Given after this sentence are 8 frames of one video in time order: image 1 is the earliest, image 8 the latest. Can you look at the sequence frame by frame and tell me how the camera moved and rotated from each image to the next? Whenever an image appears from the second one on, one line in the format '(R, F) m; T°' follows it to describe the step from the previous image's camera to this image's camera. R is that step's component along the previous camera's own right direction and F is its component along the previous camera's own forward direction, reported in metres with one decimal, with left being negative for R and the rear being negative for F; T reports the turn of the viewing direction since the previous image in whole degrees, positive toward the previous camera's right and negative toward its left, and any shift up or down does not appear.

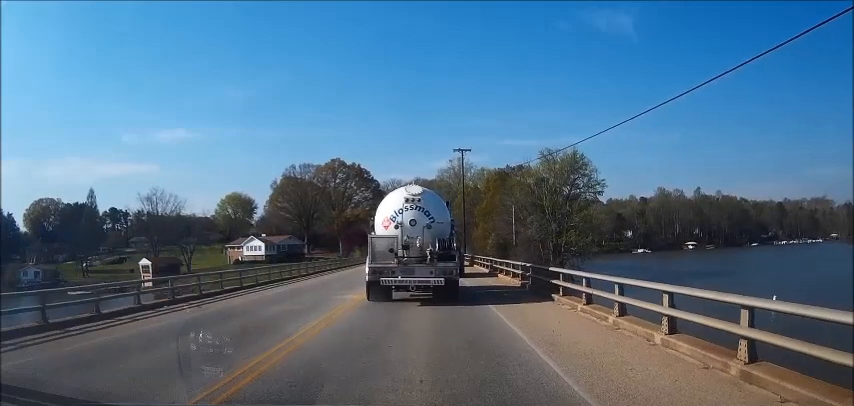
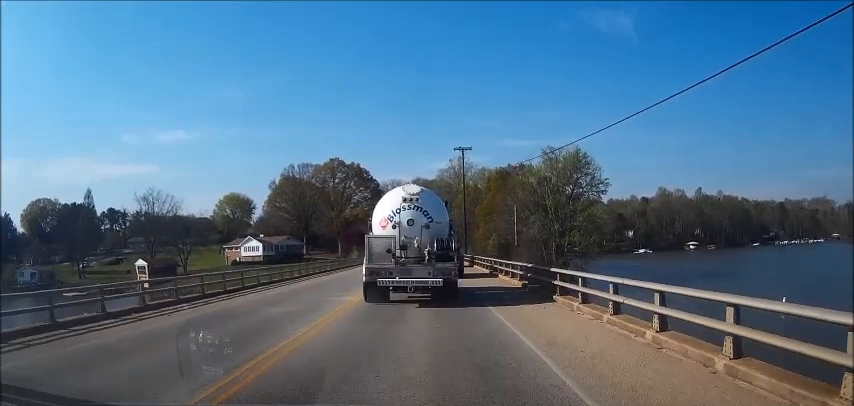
(+0.1, +2.2) m; +1°
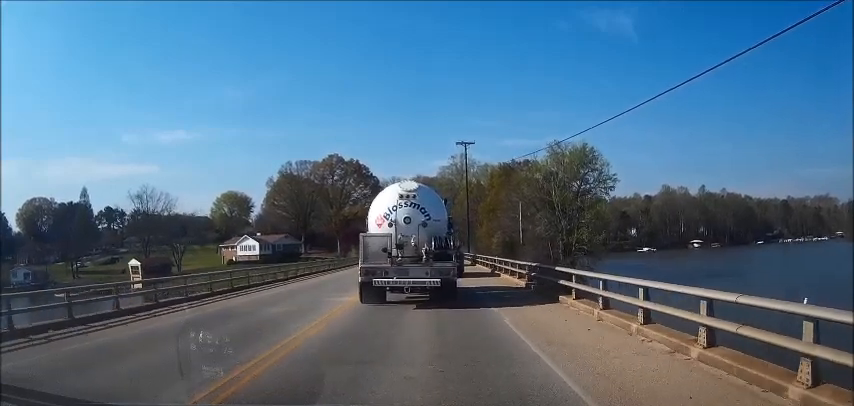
(-0.1, +4.2) m; -2°
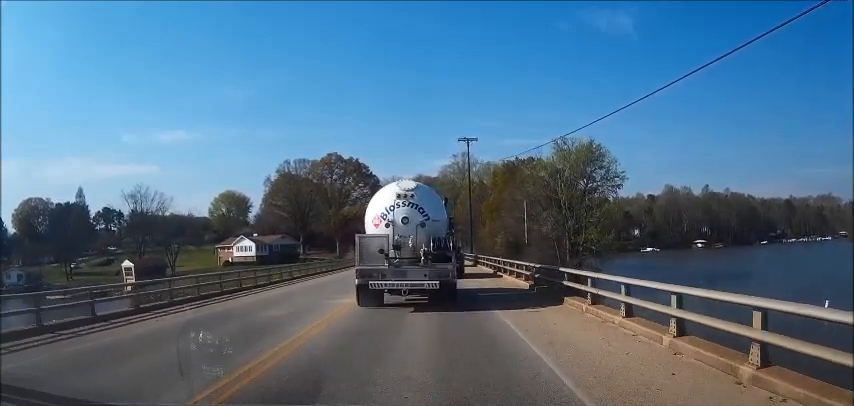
(0.0, +3.9) m; +1°
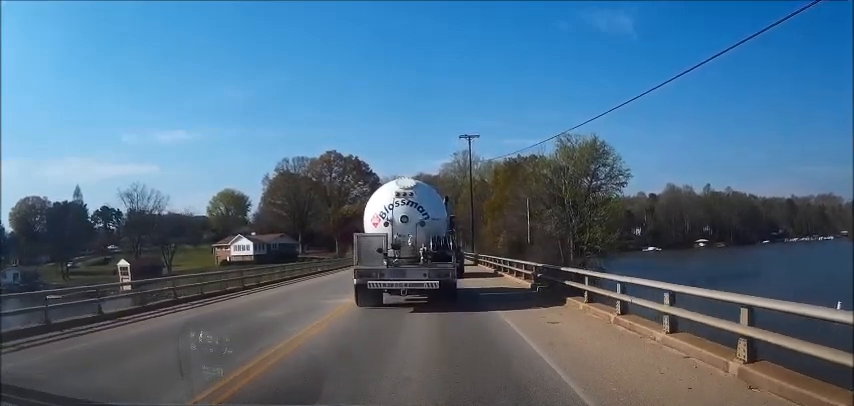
(0.0, +2.2) m; +1°
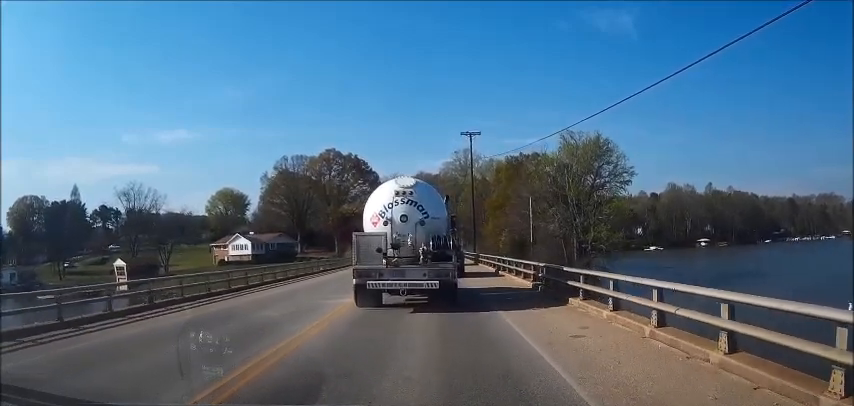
(0.0, +1.9) m; 0°
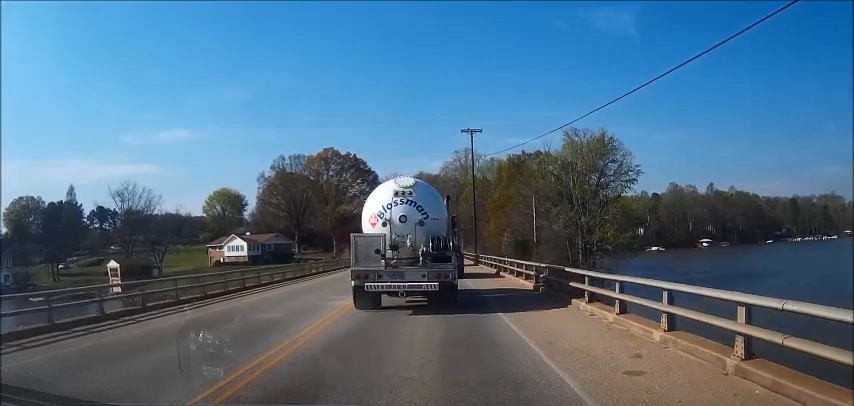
(0.0, +3.0) m; -2°
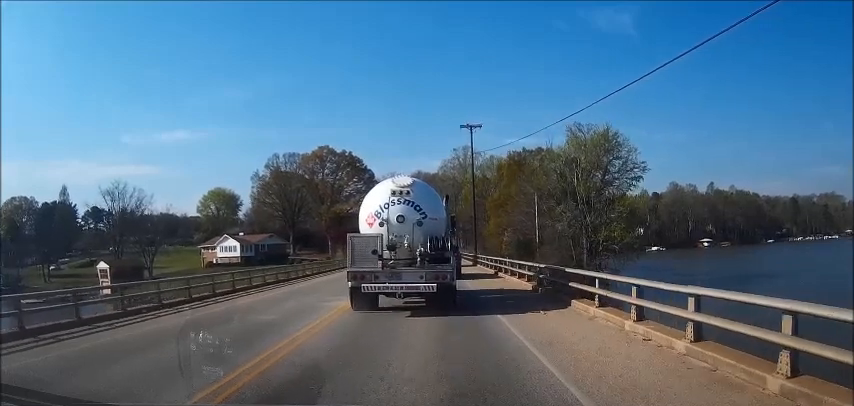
(-0.1, +3.6) m; -1°
